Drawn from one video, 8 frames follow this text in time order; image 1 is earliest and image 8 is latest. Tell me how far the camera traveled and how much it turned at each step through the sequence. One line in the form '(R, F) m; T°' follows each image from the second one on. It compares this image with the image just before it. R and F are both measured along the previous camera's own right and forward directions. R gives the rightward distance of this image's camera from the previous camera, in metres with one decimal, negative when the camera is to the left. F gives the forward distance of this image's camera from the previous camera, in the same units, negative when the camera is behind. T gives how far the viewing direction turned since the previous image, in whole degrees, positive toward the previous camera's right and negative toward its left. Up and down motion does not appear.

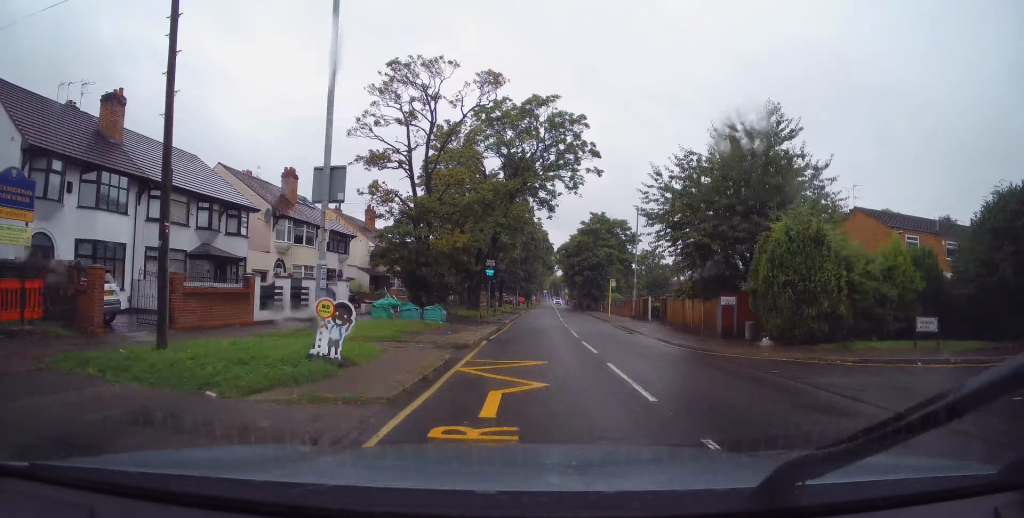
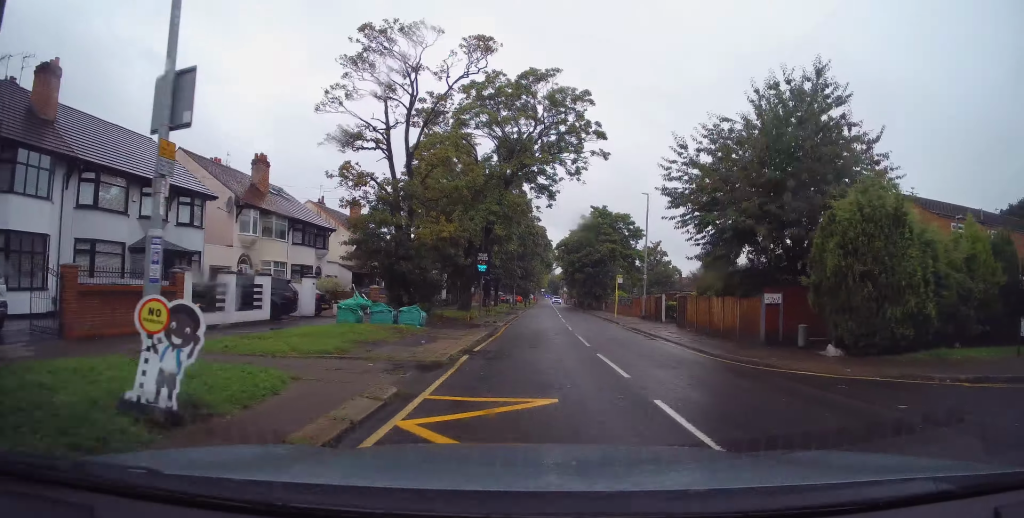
(-0.2, +4.2) m; -1°
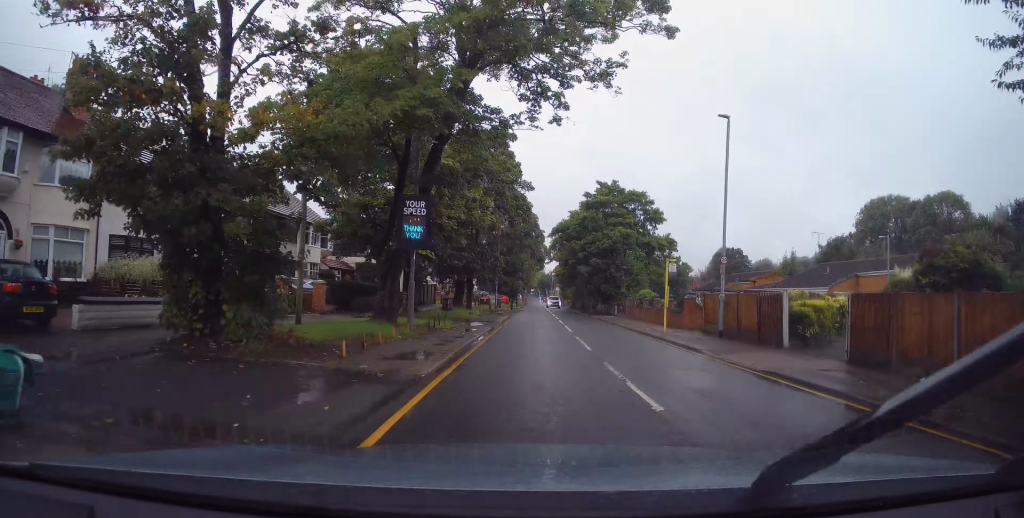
(+0.2, +16.6) m; +3°
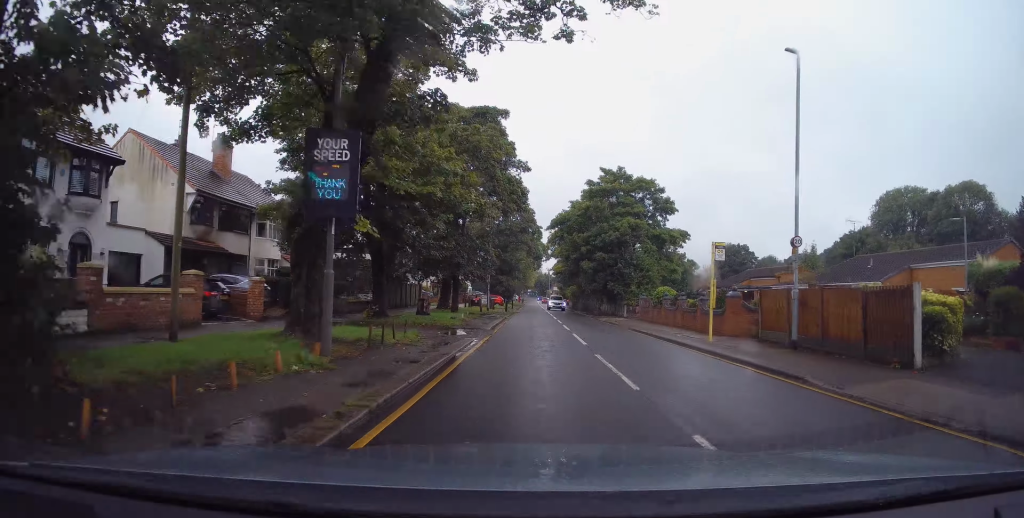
(+0.1, +6.0) m; -1°
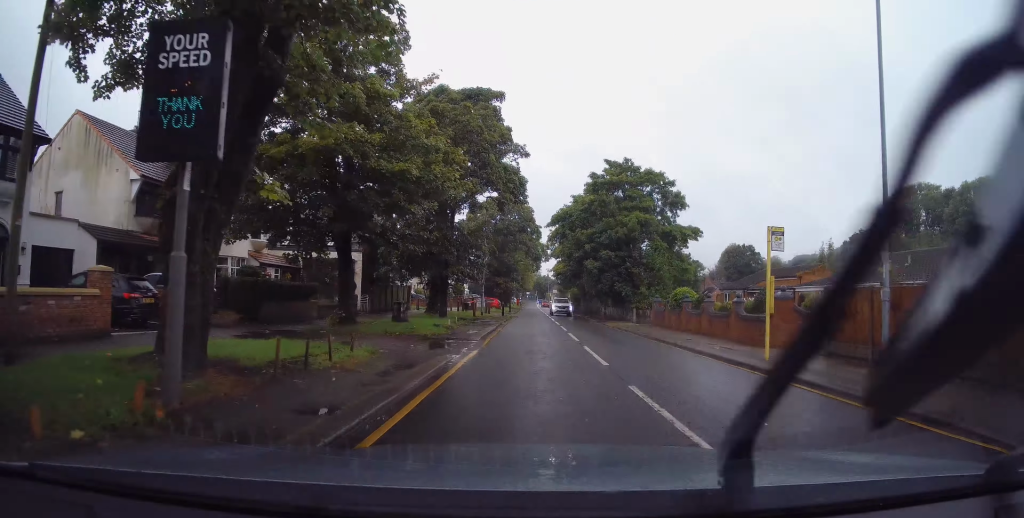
(-0.2, +4.1) m; -2°
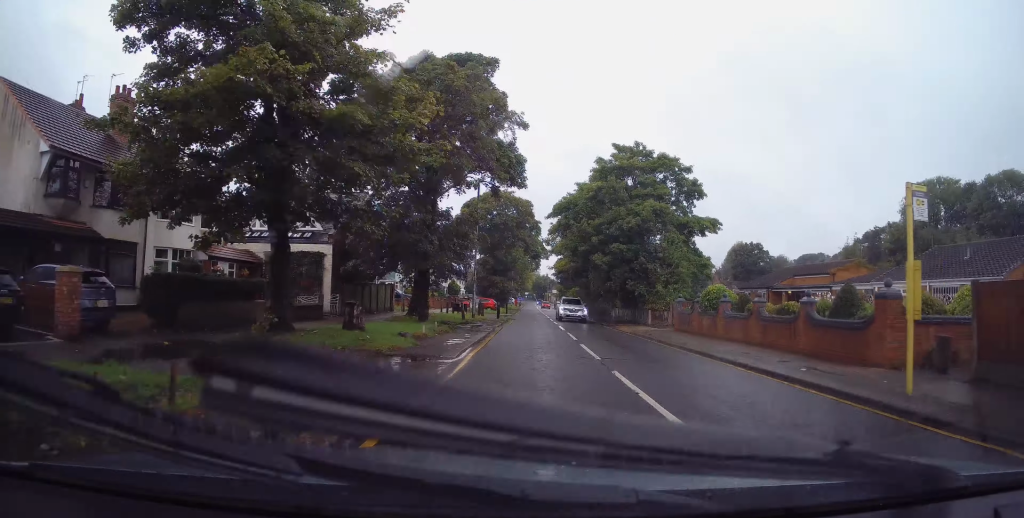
(-0.1, +5.2) m; 0°
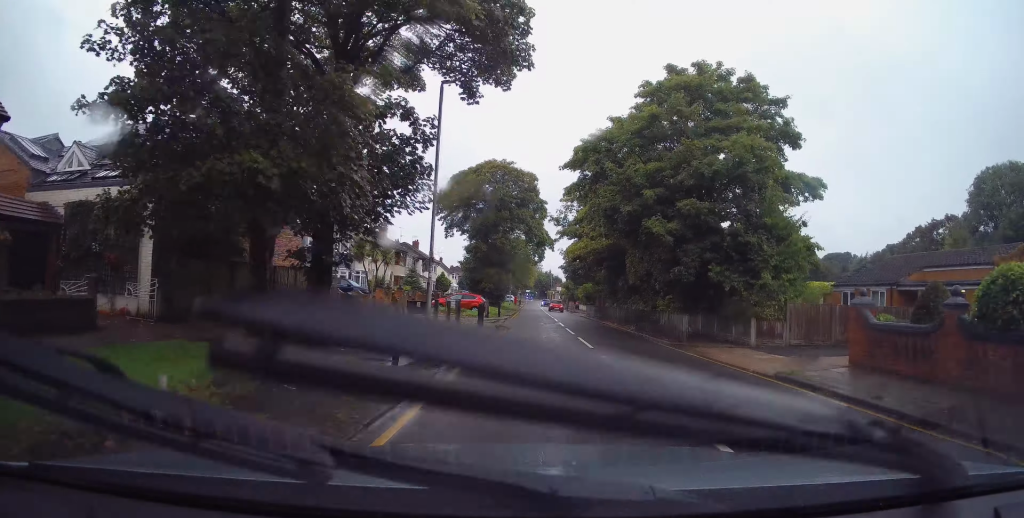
(+0.6, +15.3) m; +2°
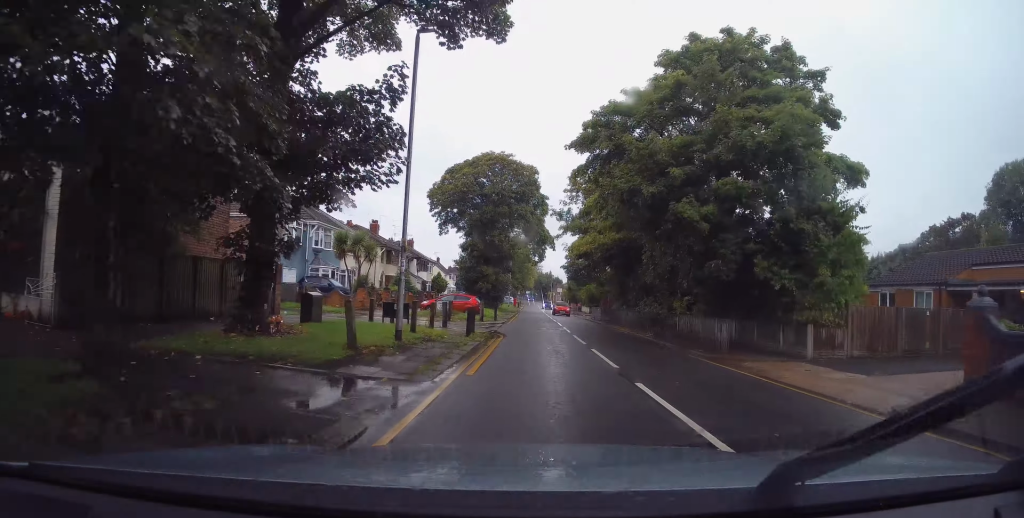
(-0.2, +3.9) m; +1°
